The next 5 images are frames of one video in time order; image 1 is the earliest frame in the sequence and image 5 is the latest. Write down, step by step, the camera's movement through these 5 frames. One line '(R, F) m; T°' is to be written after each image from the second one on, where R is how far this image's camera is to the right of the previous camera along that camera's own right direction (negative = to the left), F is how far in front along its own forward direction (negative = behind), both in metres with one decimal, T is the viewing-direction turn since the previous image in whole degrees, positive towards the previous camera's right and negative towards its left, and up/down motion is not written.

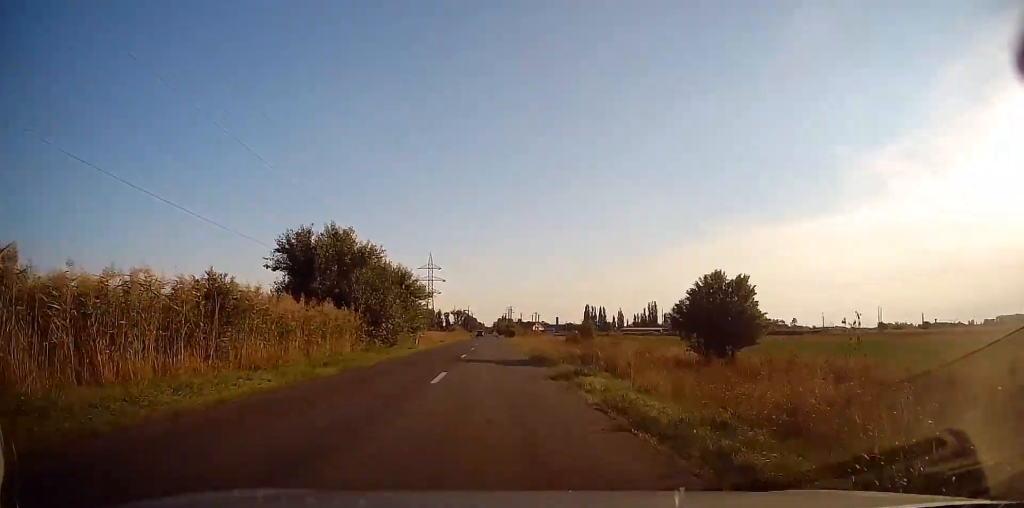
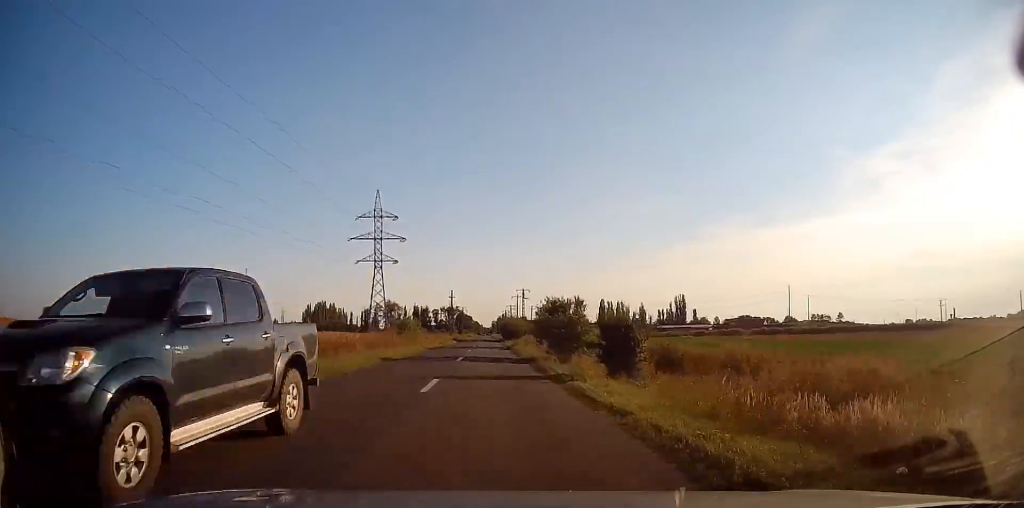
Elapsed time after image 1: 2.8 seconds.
(+0.5, +86.4) m; 0°
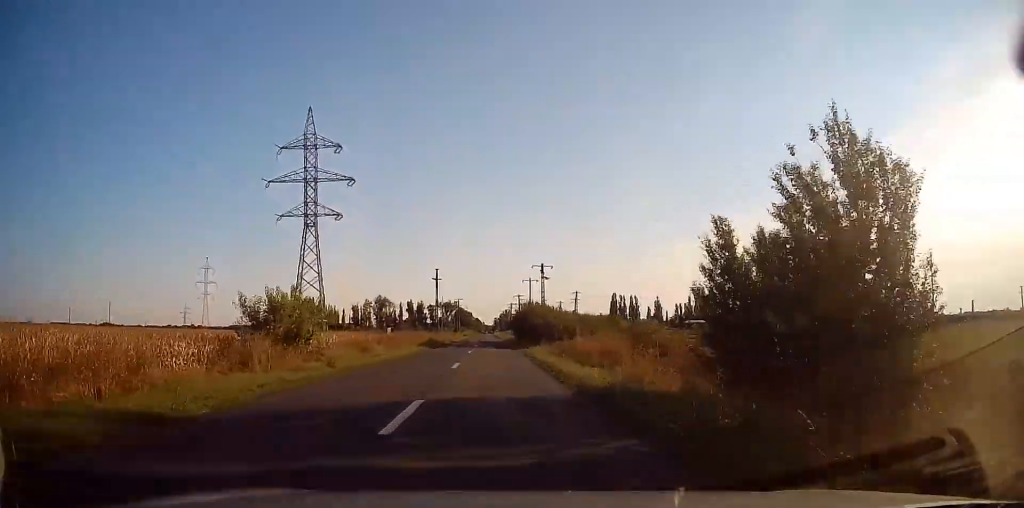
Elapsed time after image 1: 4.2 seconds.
(-0.5, +40.0) m; 0°
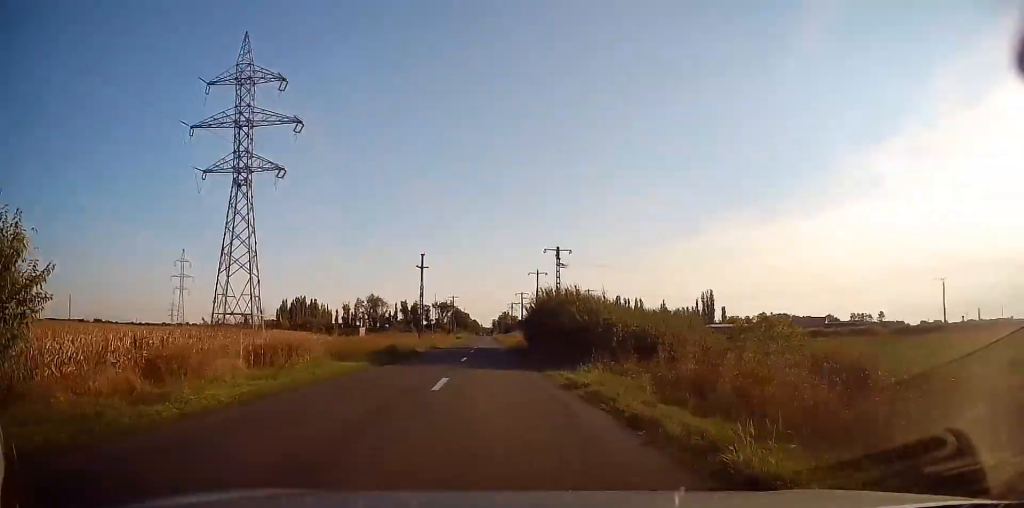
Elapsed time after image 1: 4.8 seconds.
(+0.1, +18.9) m; +1°
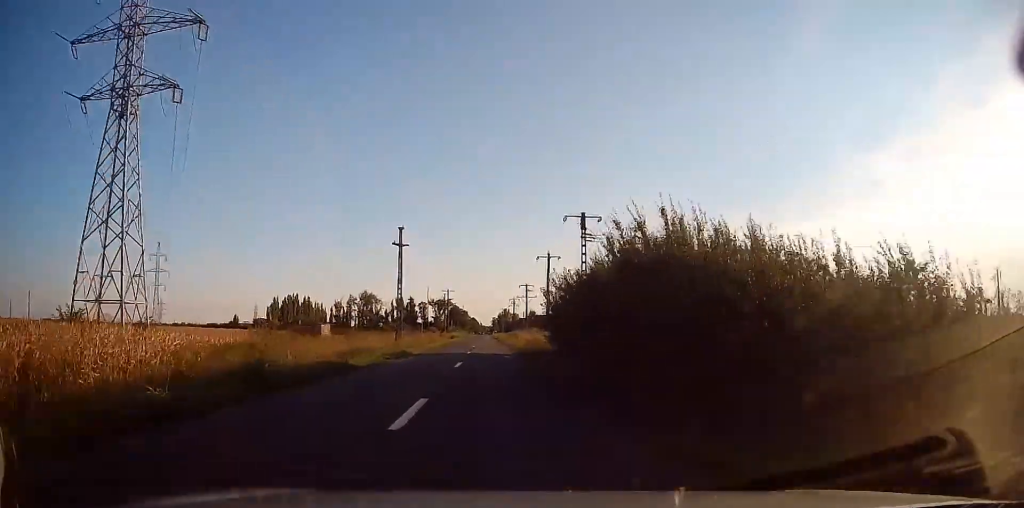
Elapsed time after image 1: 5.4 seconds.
(+0.1, +17.0) m; 0°
